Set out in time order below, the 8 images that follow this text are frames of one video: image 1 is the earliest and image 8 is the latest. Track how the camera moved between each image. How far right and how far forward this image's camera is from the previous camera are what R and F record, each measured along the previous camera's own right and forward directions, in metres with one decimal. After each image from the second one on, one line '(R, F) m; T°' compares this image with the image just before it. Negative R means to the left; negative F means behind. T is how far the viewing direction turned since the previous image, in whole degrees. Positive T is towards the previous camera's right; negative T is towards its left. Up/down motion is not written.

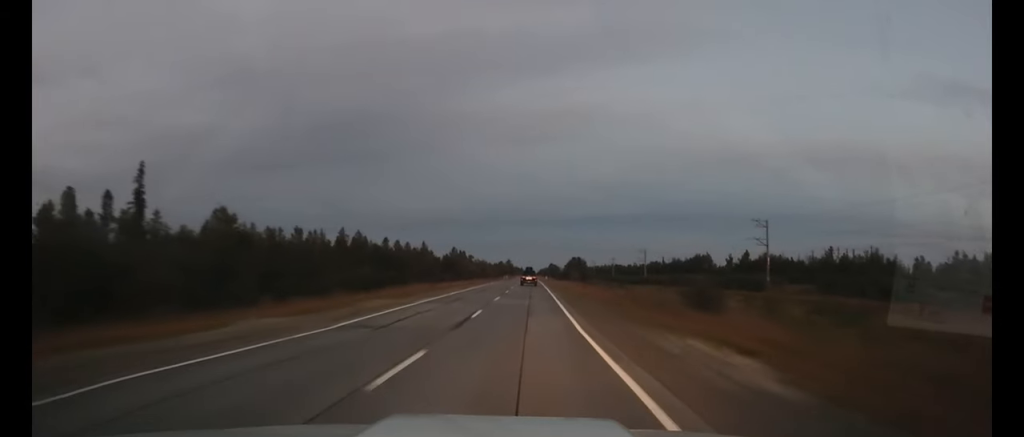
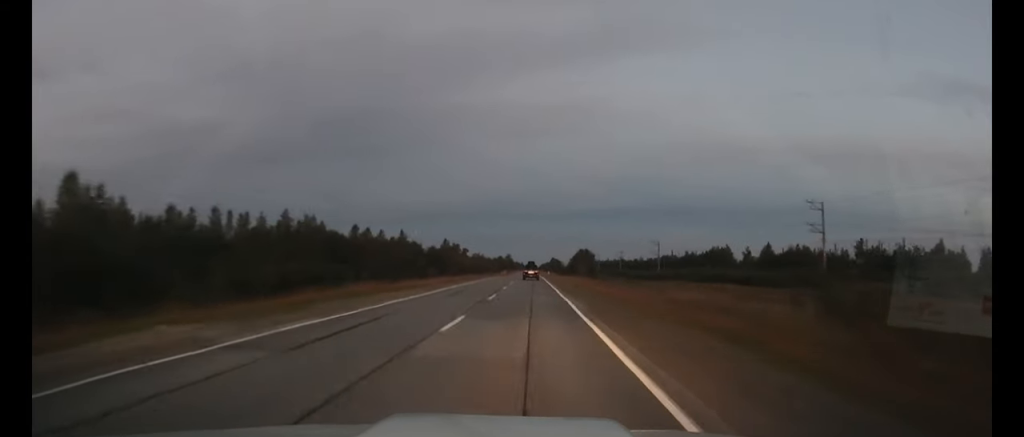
(0.0, +19.1) m; 0°
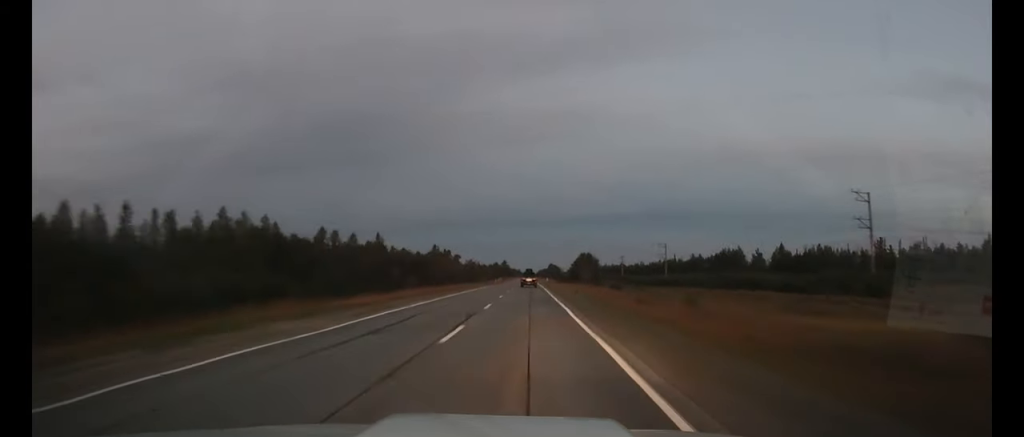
(0.0, +12.6) m; 0°
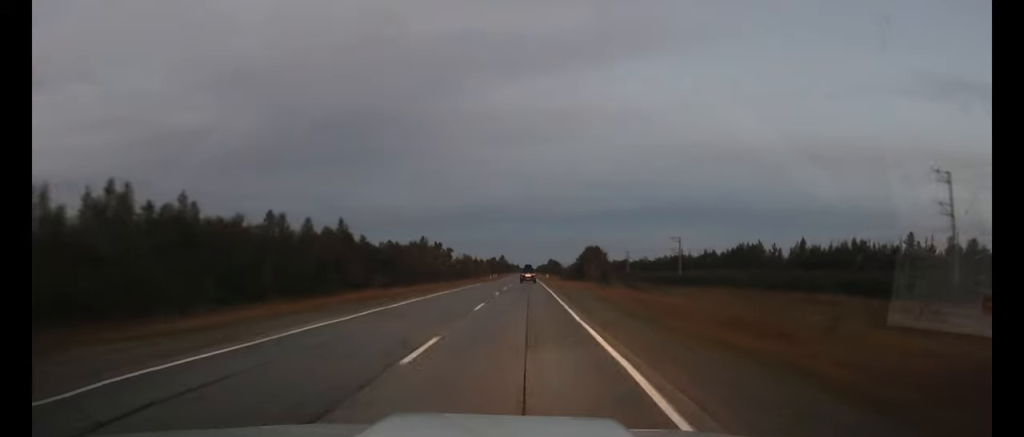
(0.0, +15.4) m; 0°
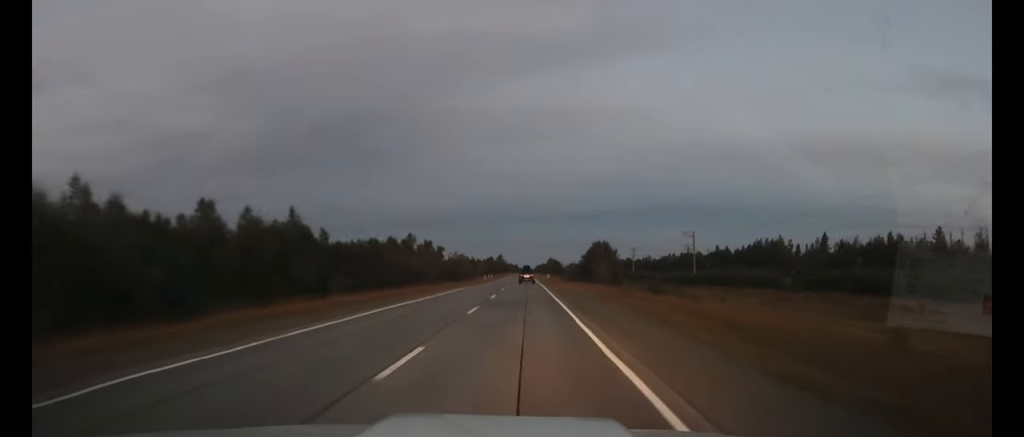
(0.0, +13.3) m; 0°
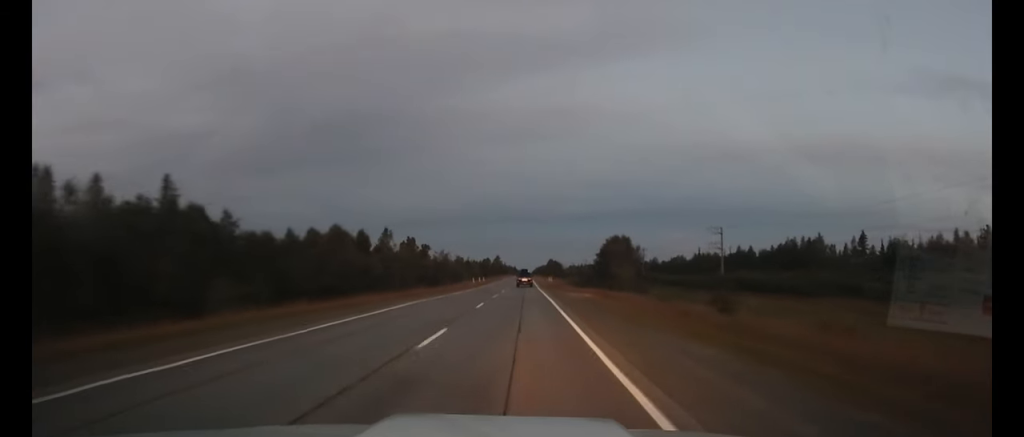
(0.0, +19.6) m; 0°
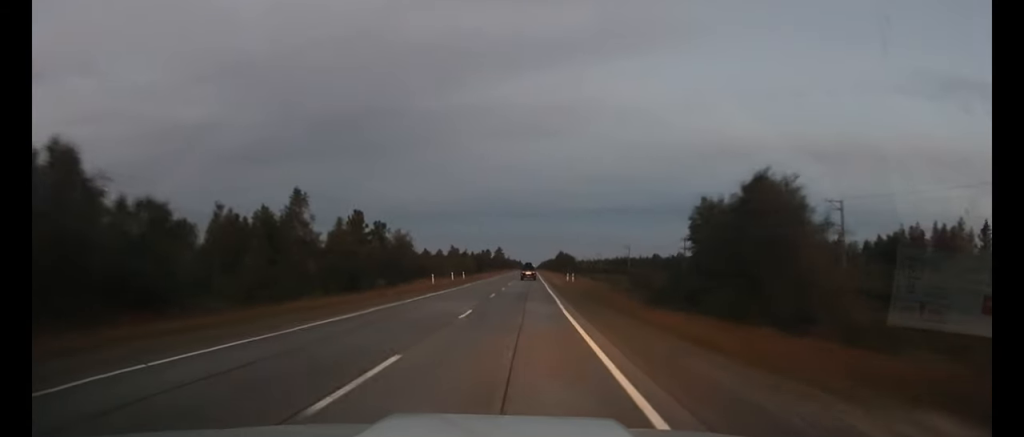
(0.0, +42.7) m; 0°
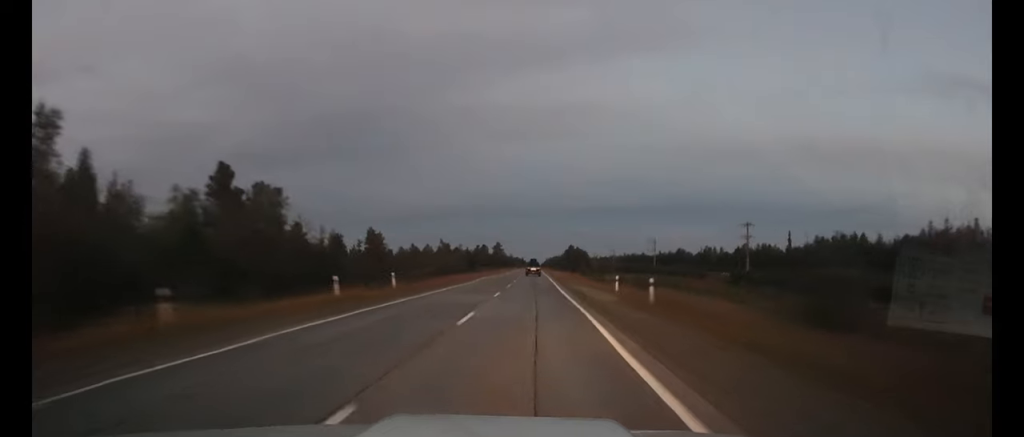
(-0.2, +39.1) m; 0°
